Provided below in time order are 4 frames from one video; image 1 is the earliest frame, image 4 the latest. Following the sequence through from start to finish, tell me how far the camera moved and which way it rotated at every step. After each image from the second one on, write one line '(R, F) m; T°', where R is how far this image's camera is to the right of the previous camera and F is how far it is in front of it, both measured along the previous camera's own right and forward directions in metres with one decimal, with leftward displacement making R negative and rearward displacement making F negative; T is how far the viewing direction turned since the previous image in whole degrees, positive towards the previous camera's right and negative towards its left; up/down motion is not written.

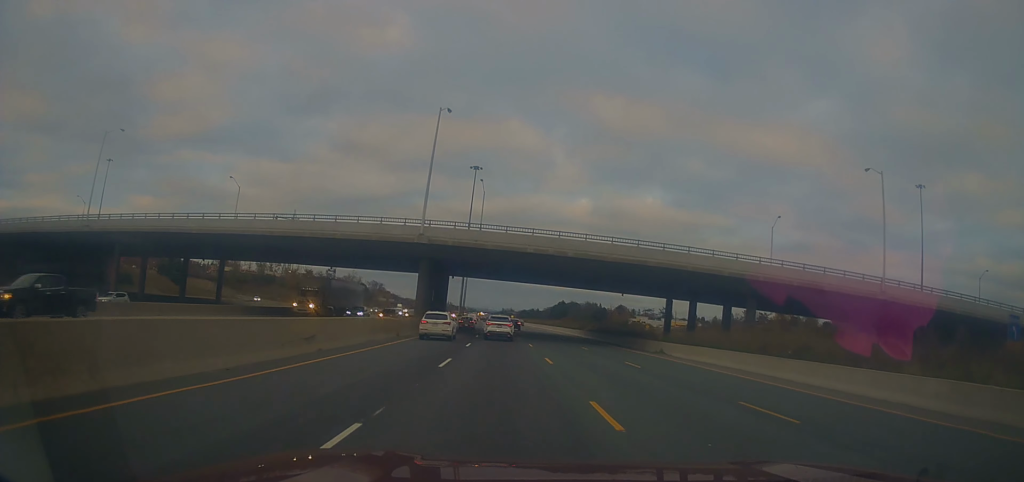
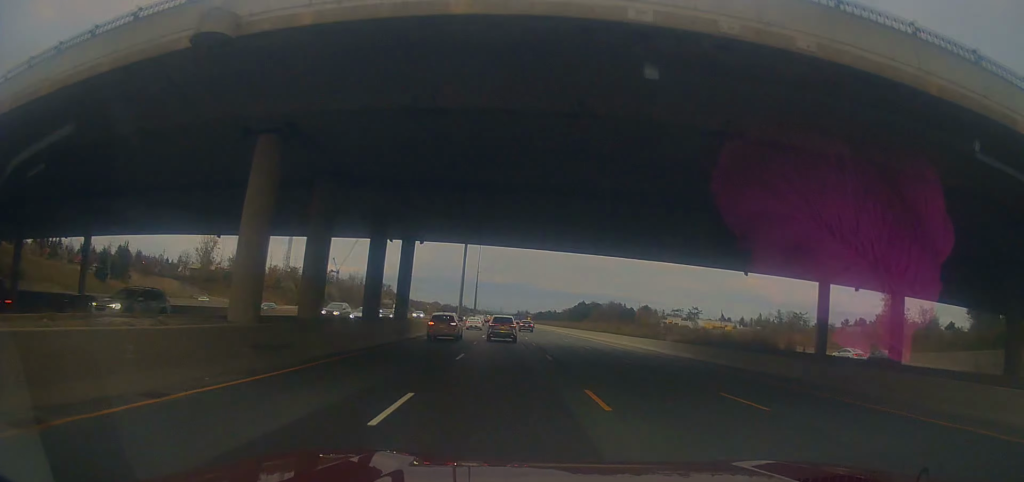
(-1.0, +34.4) m; -2°
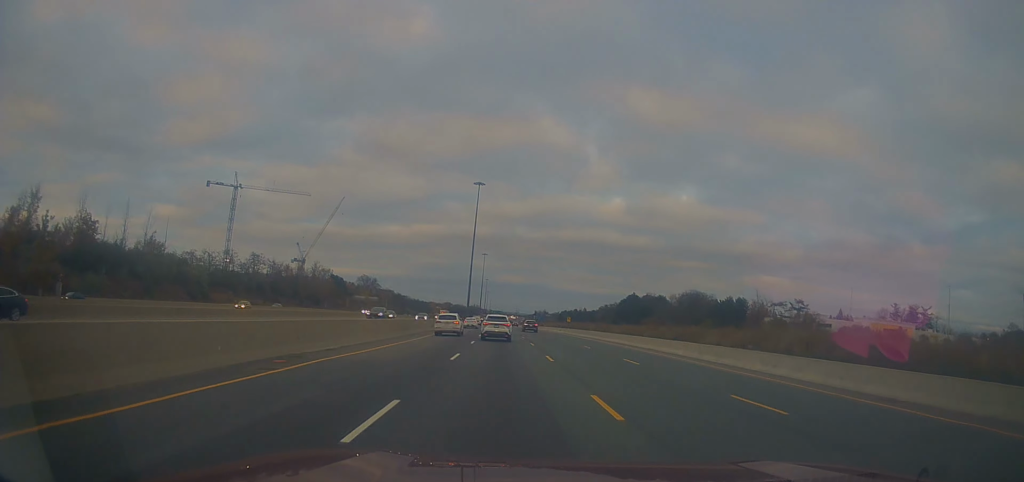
(-2.2, +122.7) m; -1°
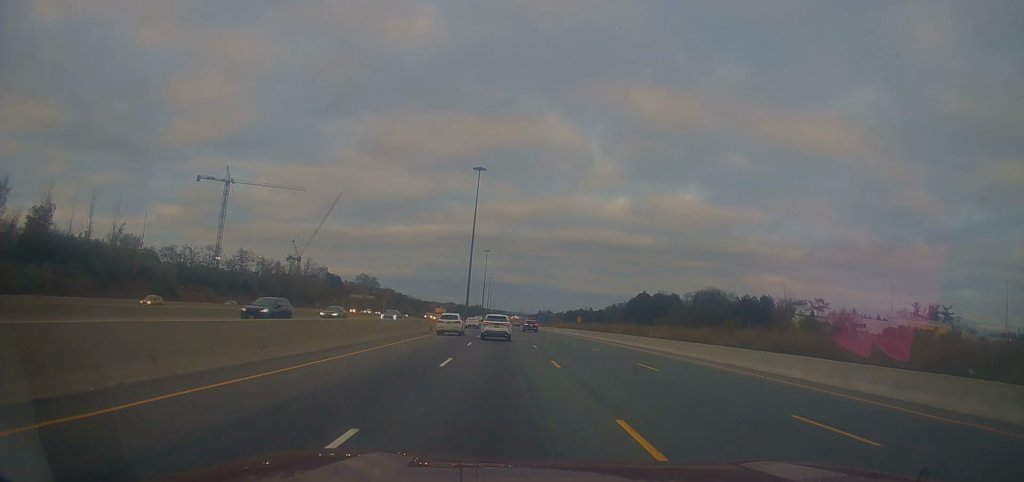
(-0.1, +15.2) m; 0°
